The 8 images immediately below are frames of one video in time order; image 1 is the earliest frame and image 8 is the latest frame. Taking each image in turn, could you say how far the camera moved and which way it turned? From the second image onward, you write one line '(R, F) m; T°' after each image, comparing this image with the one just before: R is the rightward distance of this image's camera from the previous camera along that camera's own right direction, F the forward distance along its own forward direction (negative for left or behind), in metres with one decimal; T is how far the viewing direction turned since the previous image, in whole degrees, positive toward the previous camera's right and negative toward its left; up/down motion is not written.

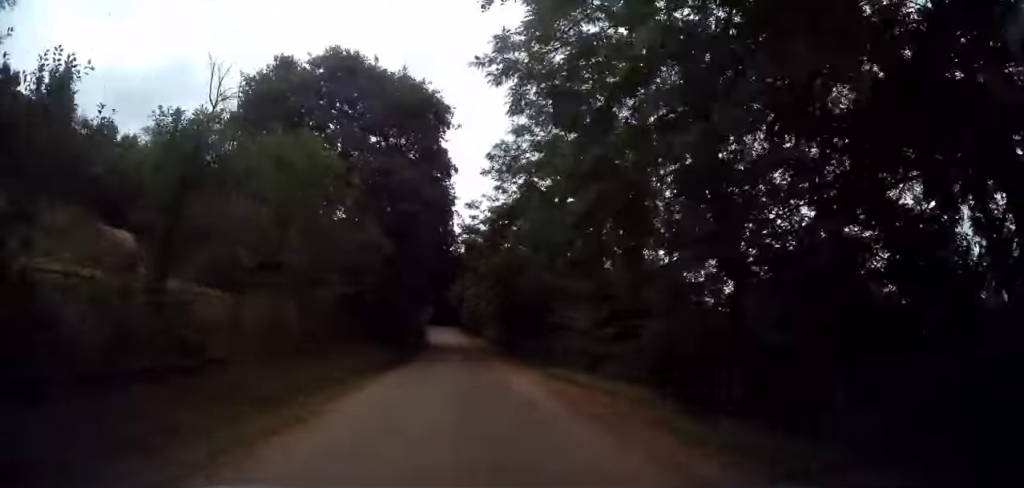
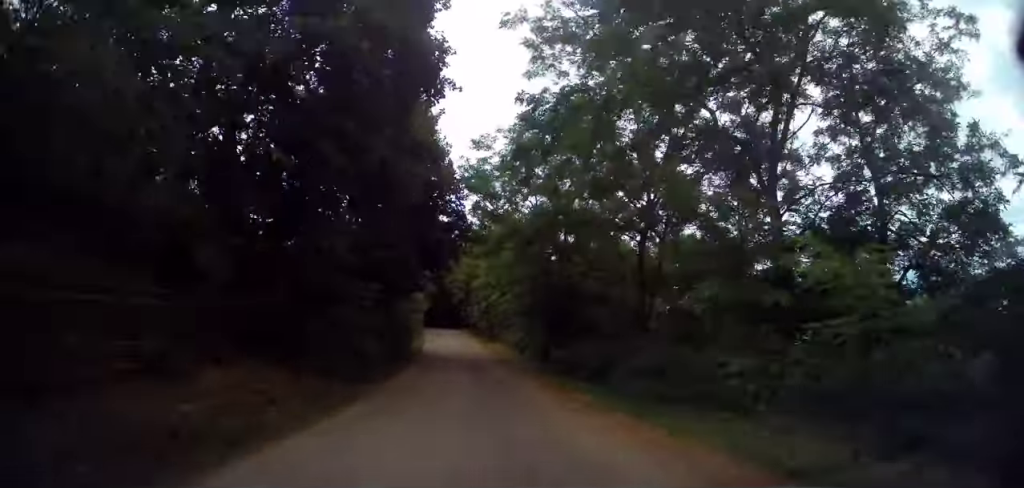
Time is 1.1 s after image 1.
(+0.1, +12.7) m; -1°
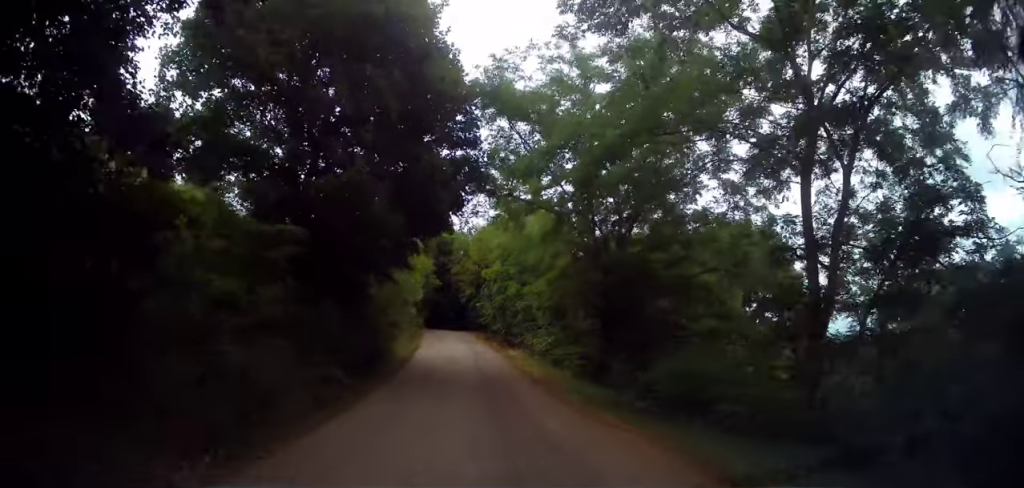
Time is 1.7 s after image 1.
(-0.2, +8.2) m; 0°
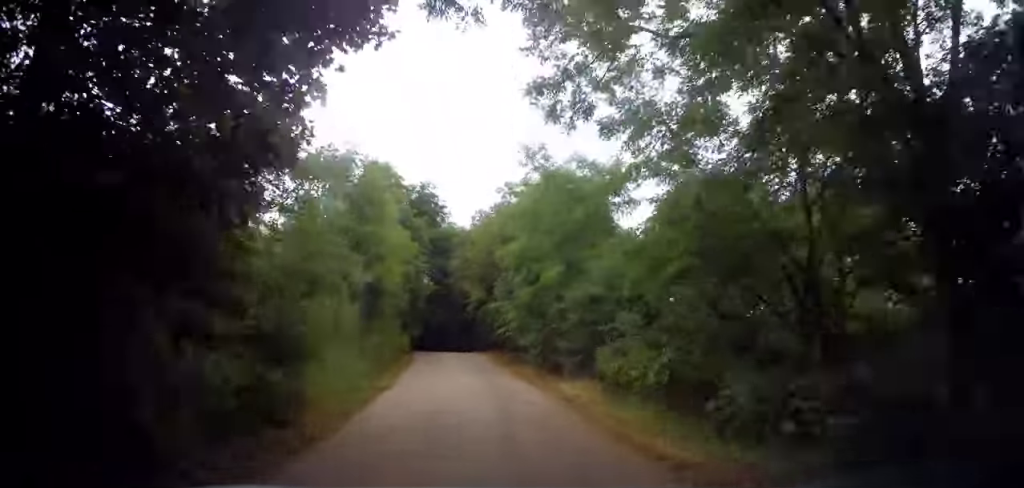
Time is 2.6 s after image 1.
(-0.1, +11.1) m; 0°
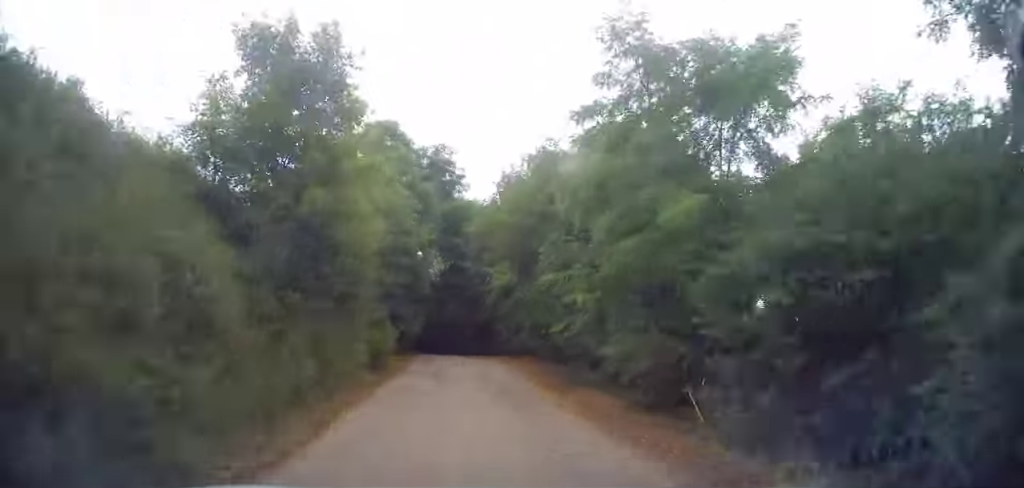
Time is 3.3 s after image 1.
(+0.2, +8.2) m; 0°
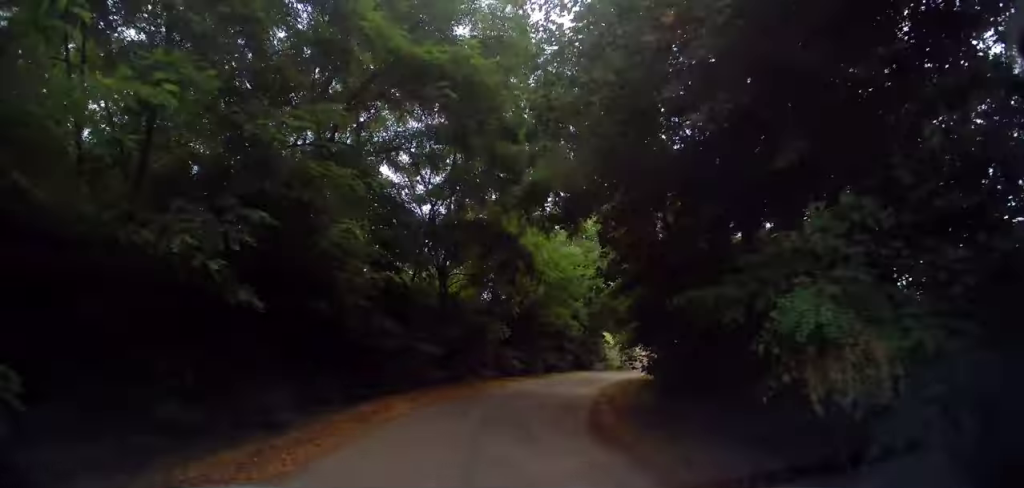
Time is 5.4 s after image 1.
(-1.2, +23.2) m; 0°
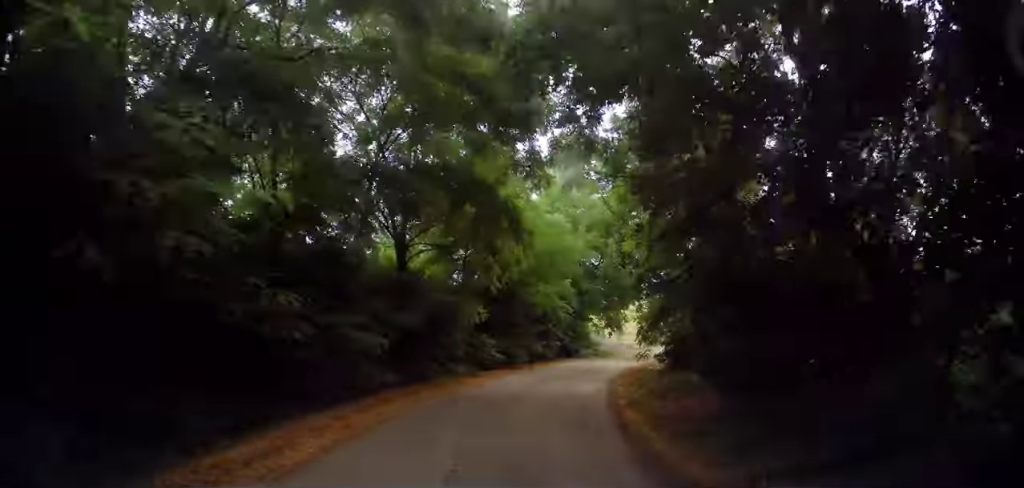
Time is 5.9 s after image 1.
(+0.3, +4.6) m; +4°
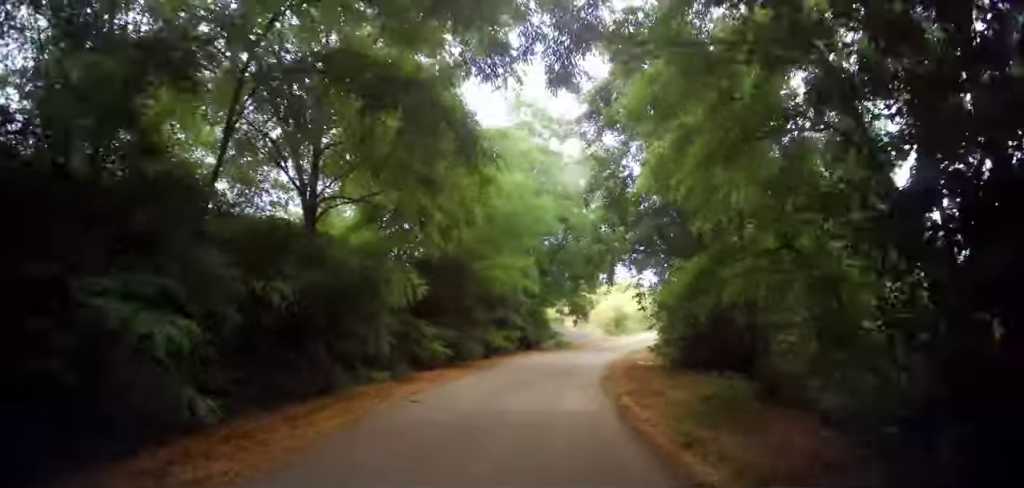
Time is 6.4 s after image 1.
(+0.1, +4.9) m; +4°
